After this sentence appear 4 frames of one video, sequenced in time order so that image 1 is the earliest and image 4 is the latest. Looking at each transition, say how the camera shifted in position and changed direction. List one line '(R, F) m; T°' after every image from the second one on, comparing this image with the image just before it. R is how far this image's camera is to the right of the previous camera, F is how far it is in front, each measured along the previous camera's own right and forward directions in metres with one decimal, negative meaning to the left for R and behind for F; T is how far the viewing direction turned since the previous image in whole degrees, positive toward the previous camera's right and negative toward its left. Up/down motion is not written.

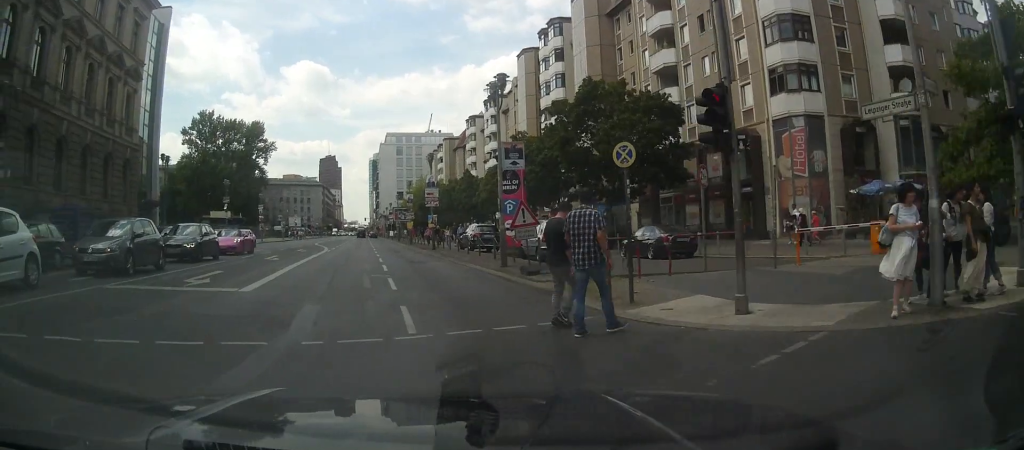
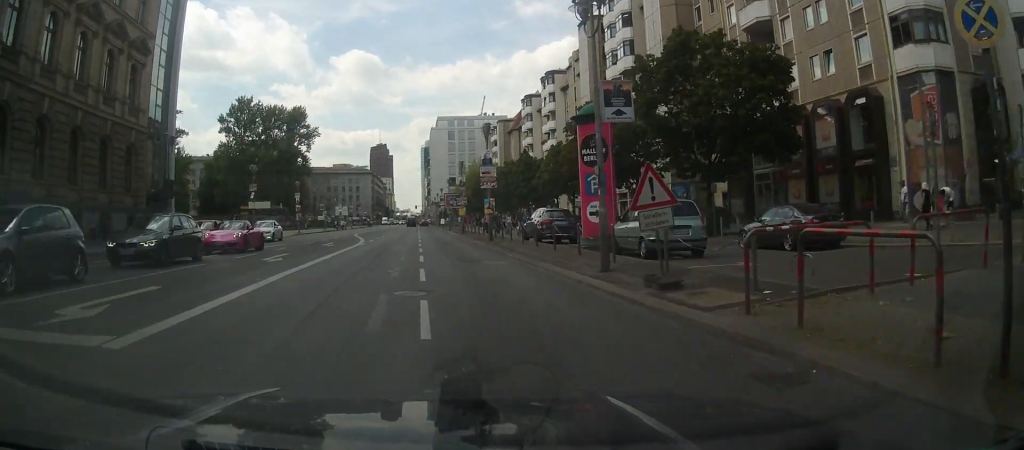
(-1.0, +5.9) m; -15°
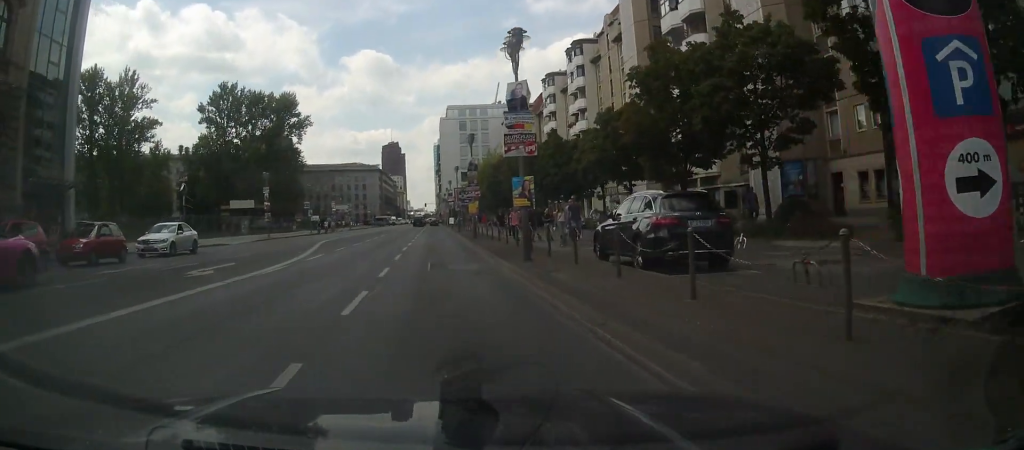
(-0.7, +14.4) m; -5°
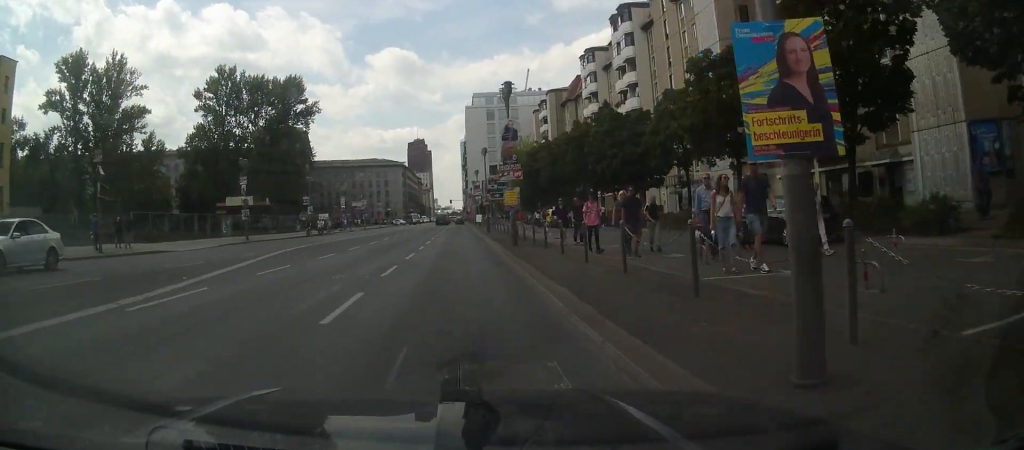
(-0.5, +12.0) m; -3°
